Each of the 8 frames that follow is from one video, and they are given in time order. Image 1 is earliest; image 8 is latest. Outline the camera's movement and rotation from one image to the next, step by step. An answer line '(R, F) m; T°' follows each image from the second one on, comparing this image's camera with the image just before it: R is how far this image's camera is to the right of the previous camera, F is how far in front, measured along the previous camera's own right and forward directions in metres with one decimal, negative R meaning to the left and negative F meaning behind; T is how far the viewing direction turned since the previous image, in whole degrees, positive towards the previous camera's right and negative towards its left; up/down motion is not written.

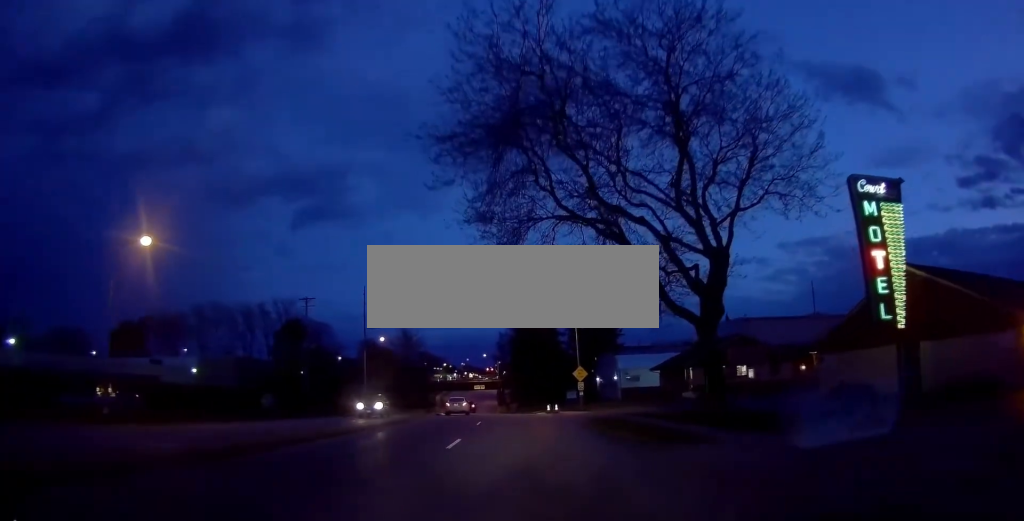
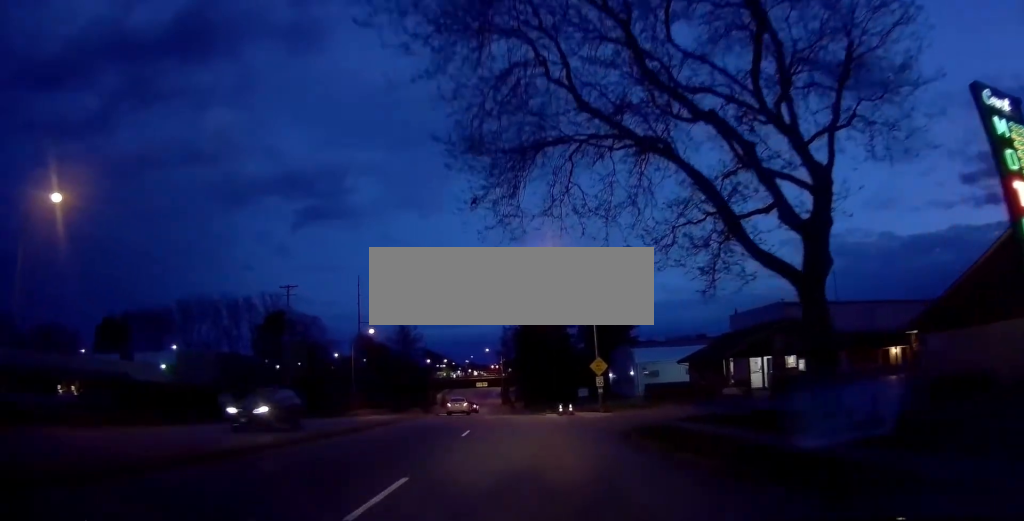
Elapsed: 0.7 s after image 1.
(0.0, +8.7) m; 0°
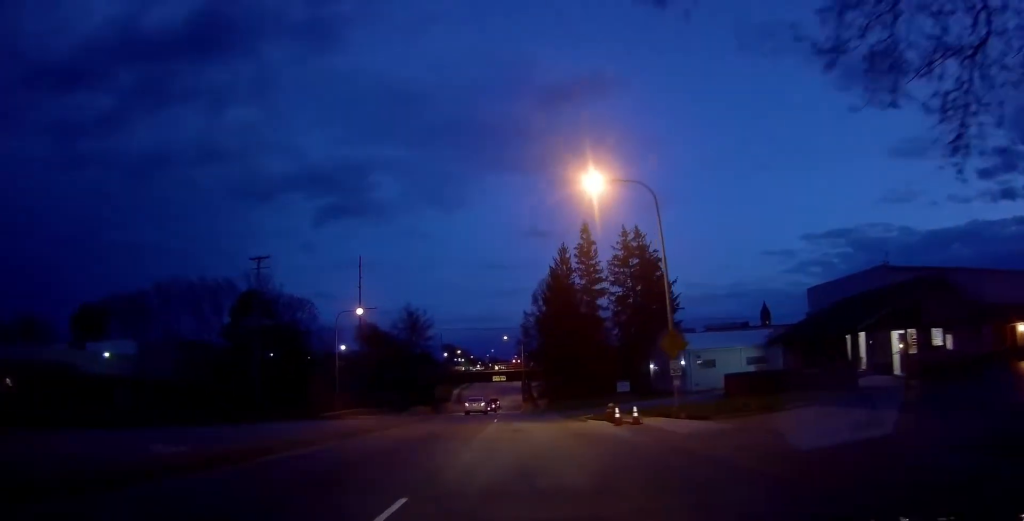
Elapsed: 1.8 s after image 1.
(0.0, +15.1) m; 0°
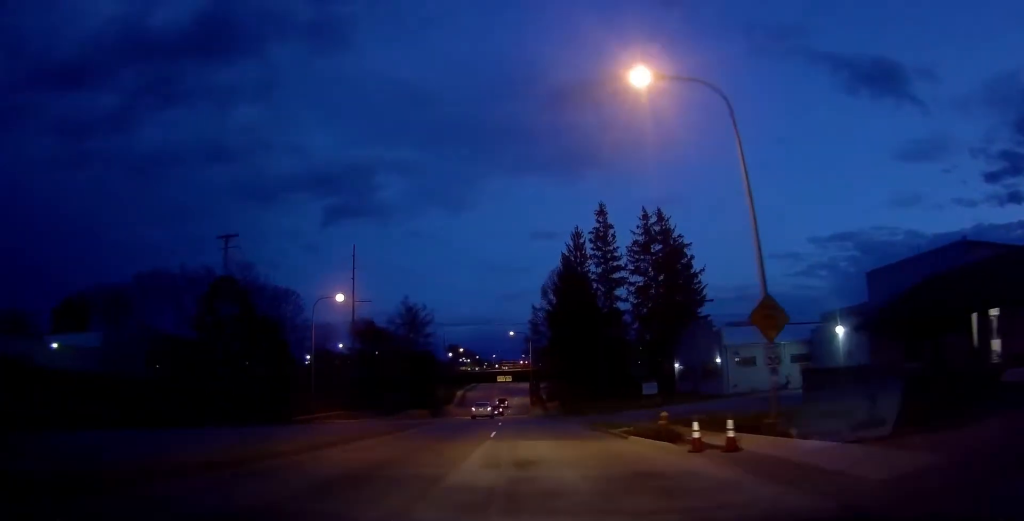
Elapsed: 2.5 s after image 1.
(0.0, +9.3) m; -1°
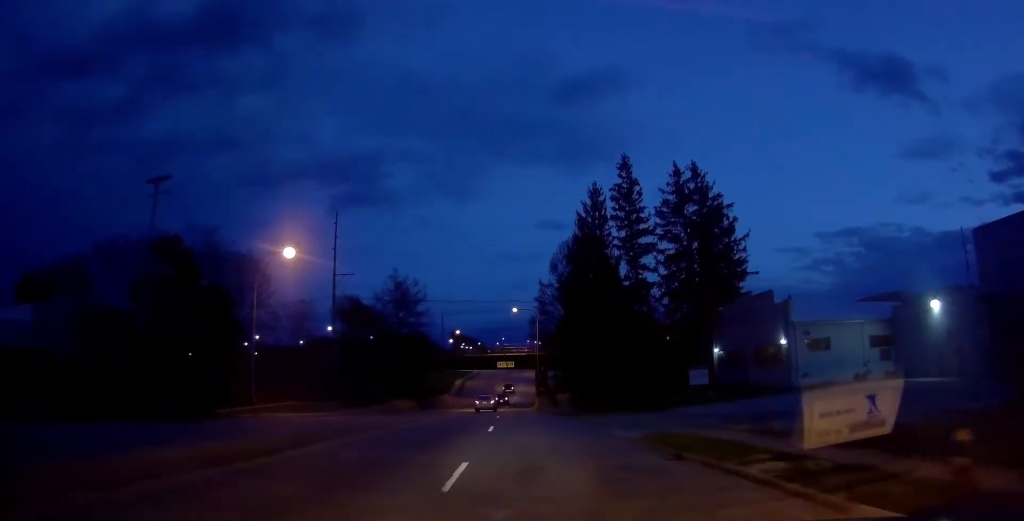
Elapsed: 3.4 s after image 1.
(-0.2, +13.0) m; -2°
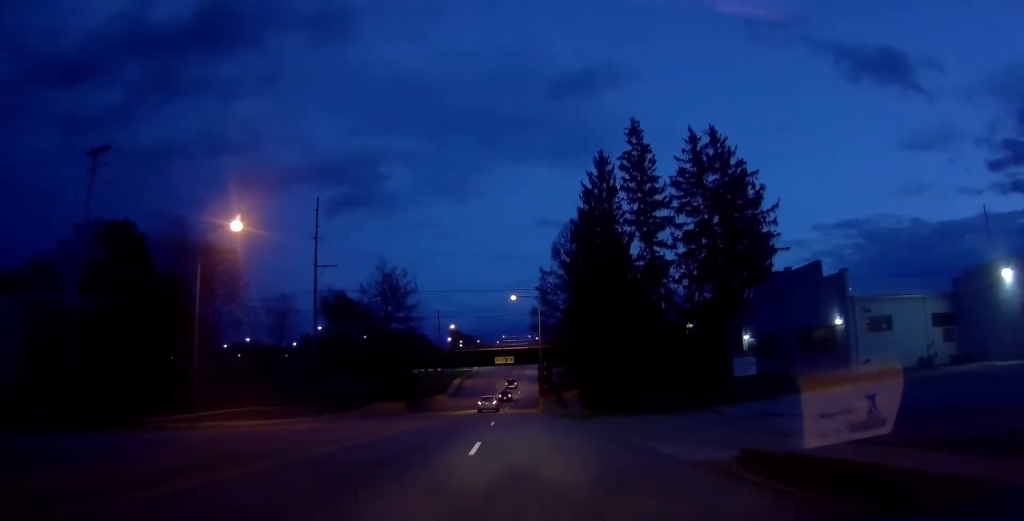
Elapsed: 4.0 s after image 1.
(-0.1, +7.5) m; -1°
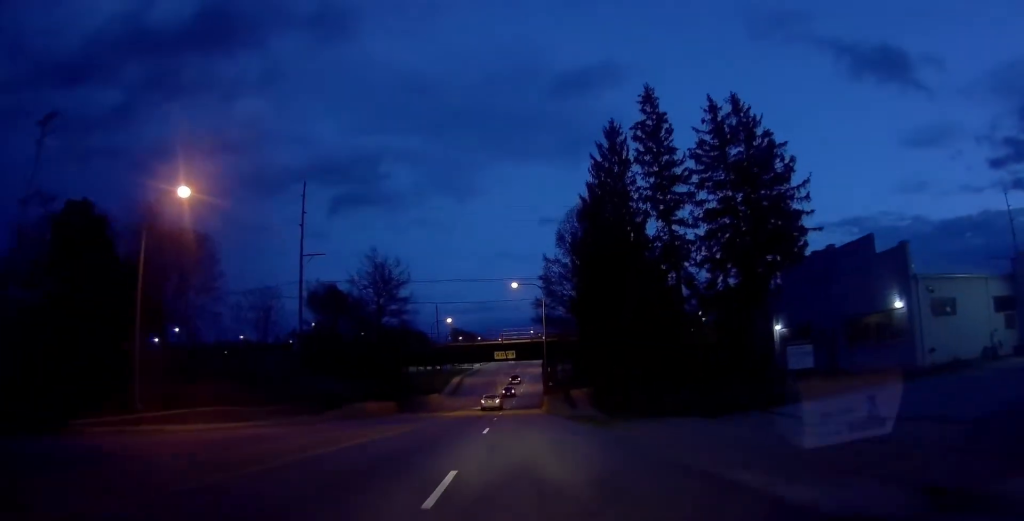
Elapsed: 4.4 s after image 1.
(0.0, +5.8) m; 0°
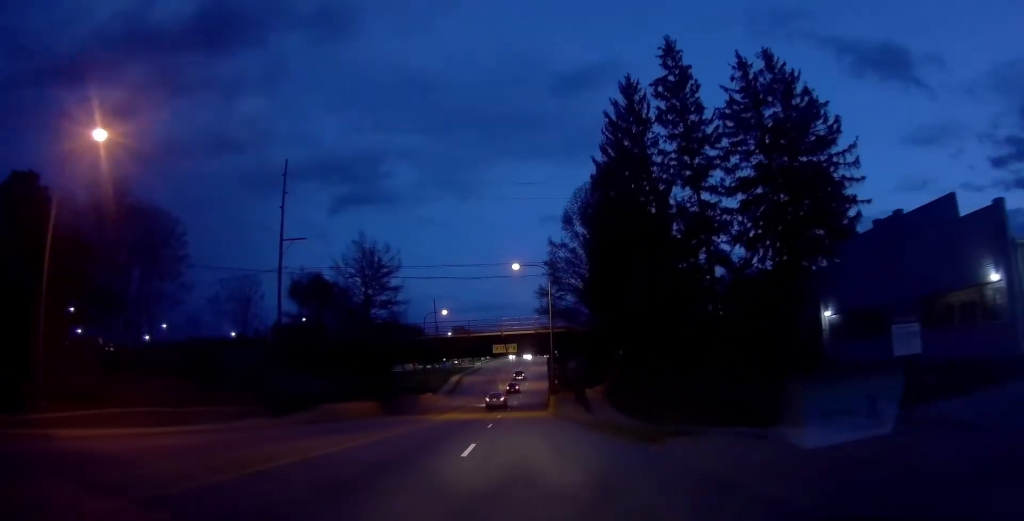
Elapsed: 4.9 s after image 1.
(0.0, +7.3) m; 0°
